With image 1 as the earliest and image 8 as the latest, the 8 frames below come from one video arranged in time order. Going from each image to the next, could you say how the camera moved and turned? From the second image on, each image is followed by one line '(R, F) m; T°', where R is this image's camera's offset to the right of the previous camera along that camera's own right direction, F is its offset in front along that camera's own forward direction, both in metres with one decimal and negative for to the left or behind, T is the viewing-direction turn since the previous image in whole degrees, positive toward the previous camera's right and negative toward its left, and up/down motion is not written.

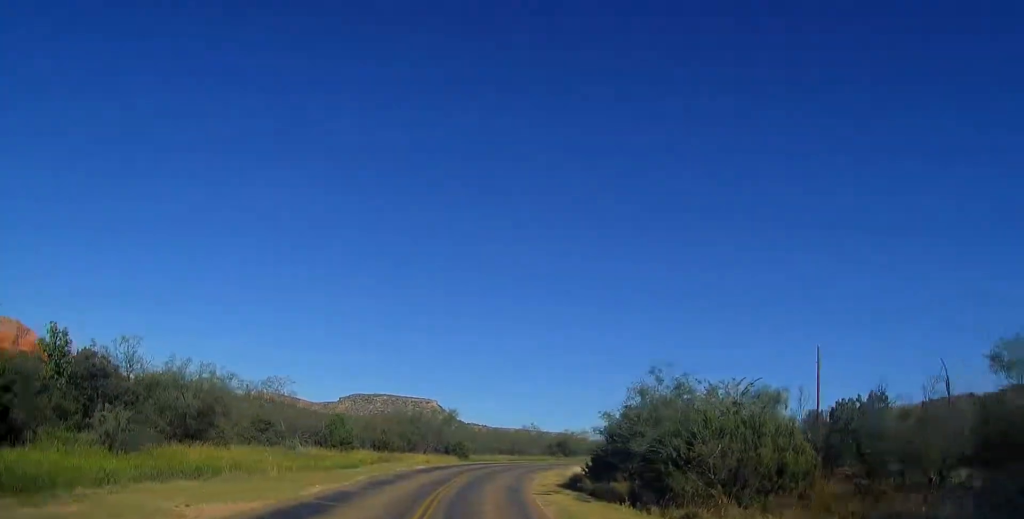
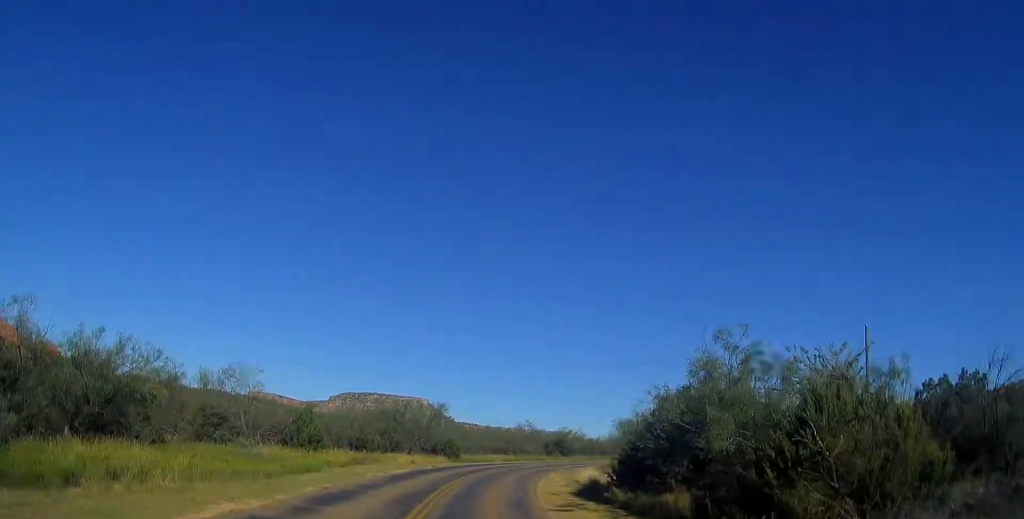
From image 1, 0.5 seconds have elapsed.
(+0.2, +7.0) m; +1°
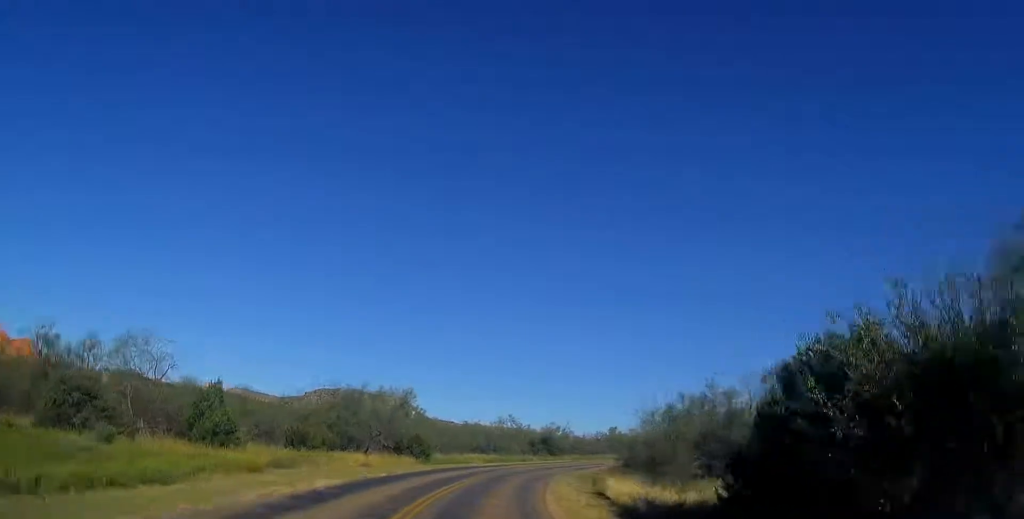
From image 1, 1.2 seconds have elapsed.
(0.0, +11.5) m; +1°
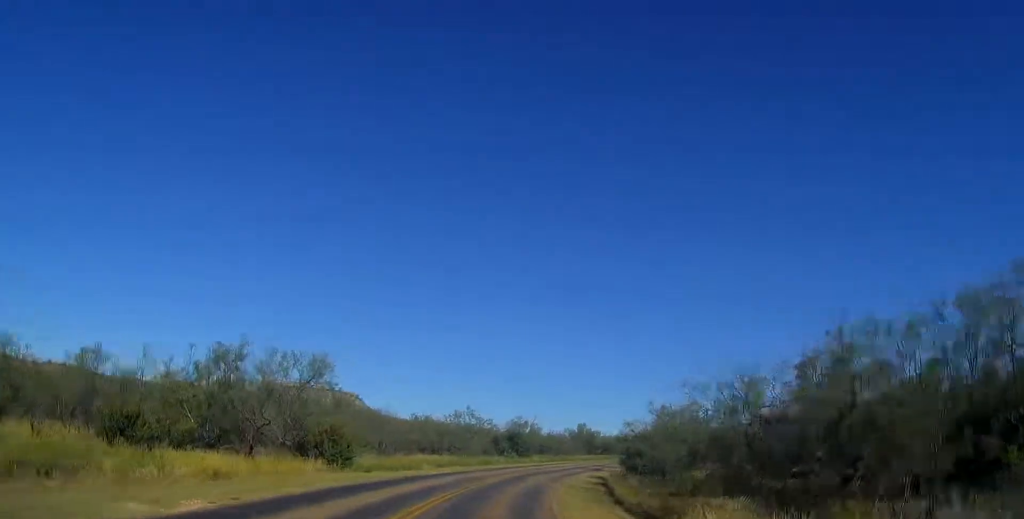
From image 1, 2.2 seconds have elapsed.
(+0.1, +15.0) m; +3°
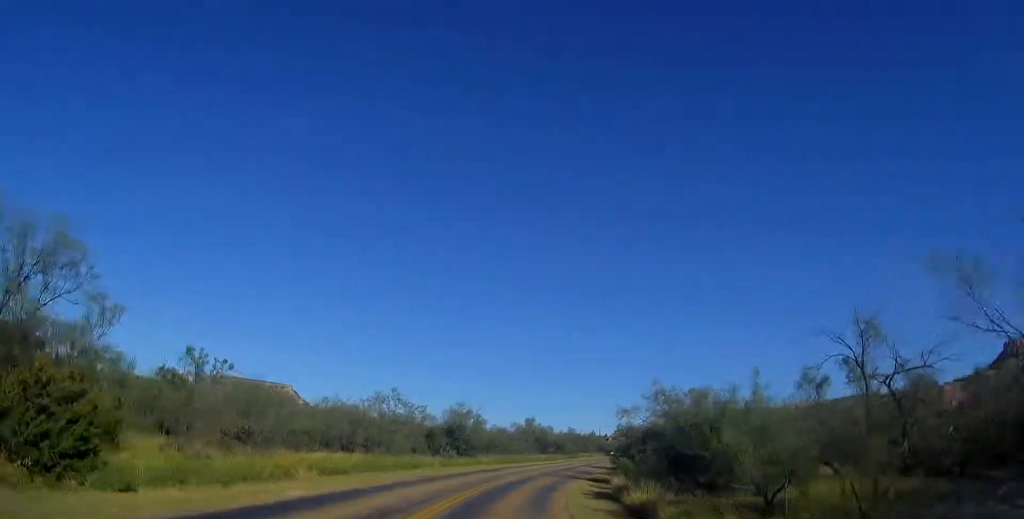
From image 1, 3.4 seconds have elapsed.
(+0.7, +17.0) m; +6°
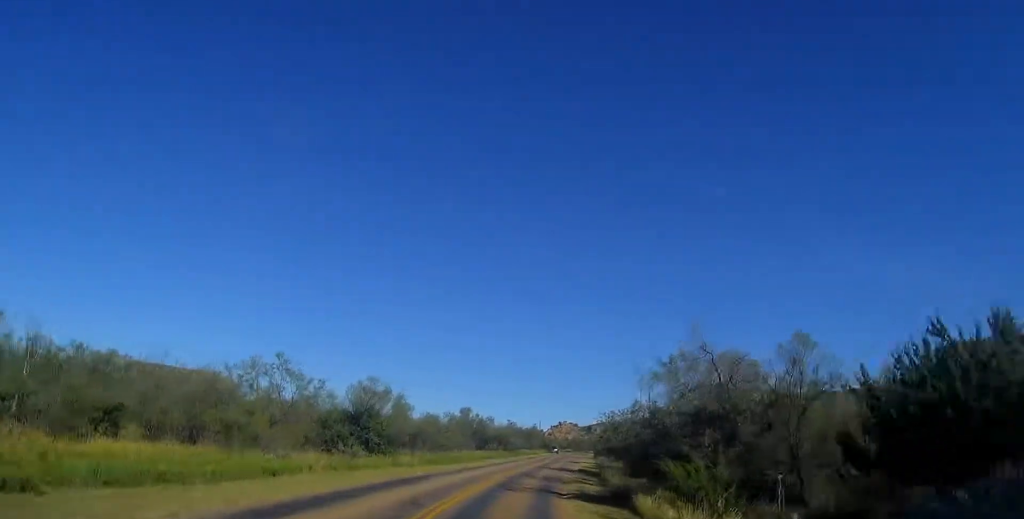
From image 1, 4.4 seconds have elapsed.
(+0.9, +15.9) m; +6°
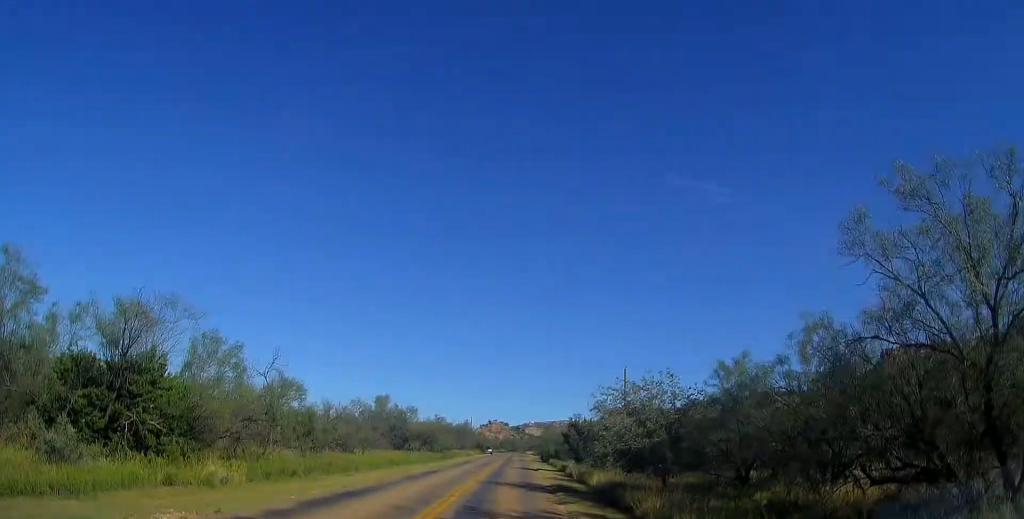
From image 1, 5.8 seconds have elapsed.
(+1.4, +19.8) m; +8°
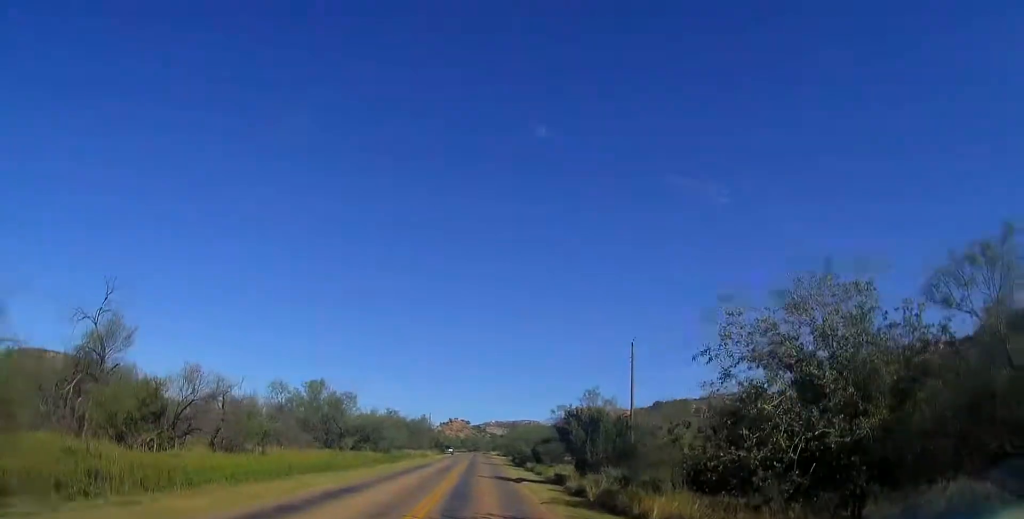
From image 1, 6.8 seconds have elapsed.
(+0.7, +14.6) m; +4°
